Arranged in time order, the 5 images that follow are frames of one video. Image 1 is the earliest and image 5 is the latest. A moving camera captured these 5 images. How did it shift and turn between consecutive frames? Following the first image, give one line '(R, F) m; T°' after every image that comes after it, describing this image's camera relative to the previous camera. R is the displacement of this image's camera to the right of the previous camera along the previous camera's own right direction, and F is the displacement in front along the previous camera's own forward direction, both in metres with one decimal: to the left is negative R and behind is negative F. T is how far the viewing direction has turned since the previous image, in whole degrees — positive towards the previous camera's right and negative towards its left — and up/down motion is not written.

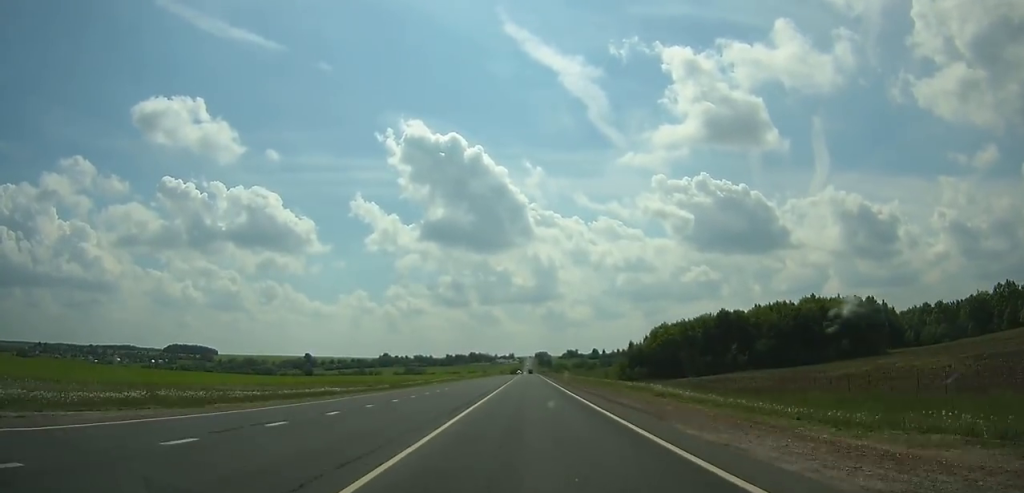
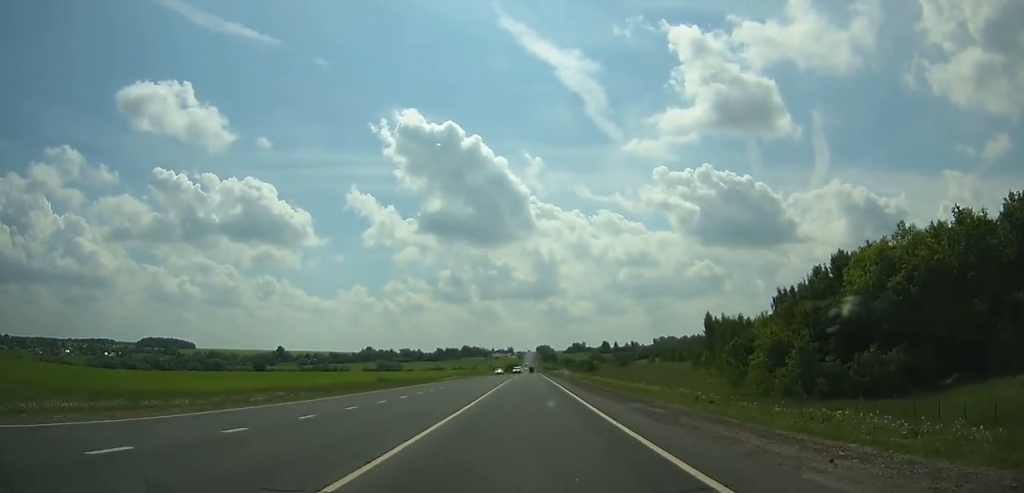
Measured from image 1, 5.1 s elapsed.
(+0.2, +119.1) m; 0°
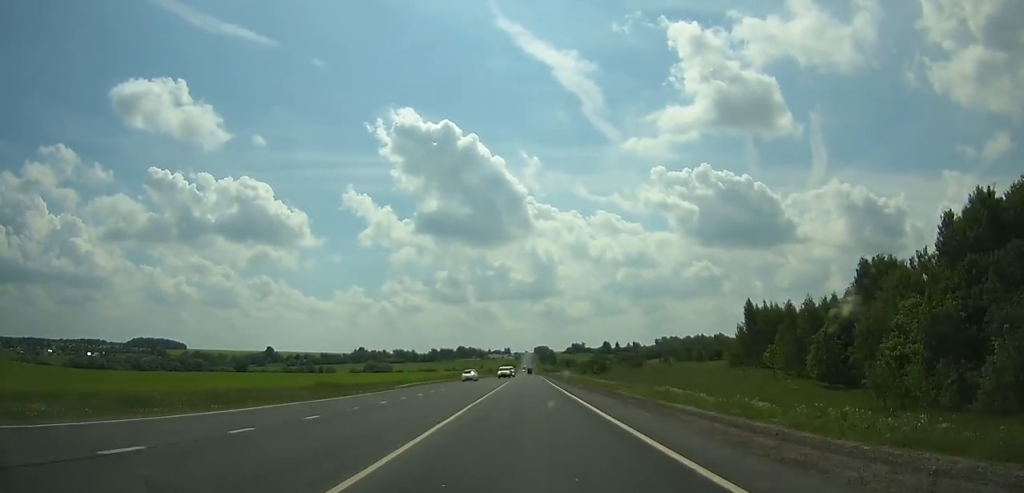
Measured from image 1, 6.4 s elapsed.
(0.0, +29.8) m; 0°
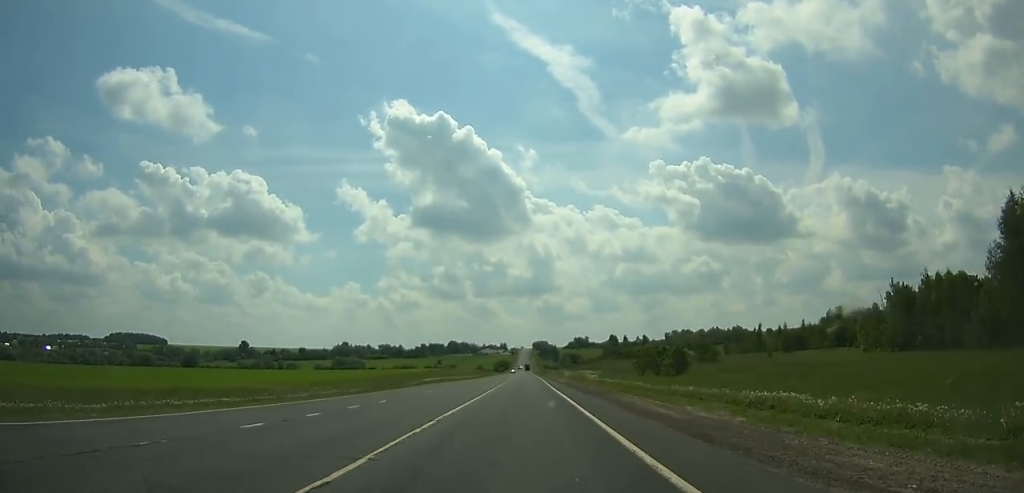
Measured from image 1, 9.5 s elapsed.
(0.0, +71.0) m; 0°
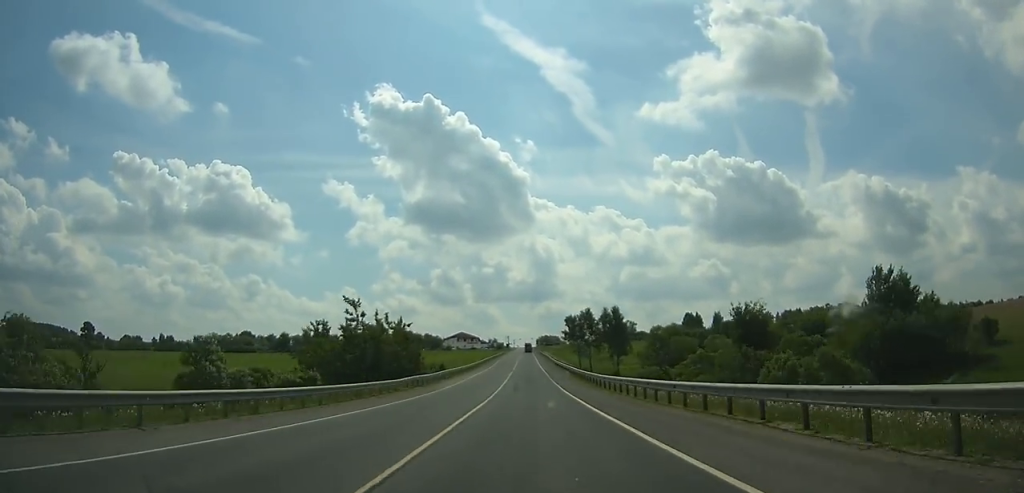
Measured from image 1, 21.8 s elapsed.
(-0.9, +317.4) m; 0°
